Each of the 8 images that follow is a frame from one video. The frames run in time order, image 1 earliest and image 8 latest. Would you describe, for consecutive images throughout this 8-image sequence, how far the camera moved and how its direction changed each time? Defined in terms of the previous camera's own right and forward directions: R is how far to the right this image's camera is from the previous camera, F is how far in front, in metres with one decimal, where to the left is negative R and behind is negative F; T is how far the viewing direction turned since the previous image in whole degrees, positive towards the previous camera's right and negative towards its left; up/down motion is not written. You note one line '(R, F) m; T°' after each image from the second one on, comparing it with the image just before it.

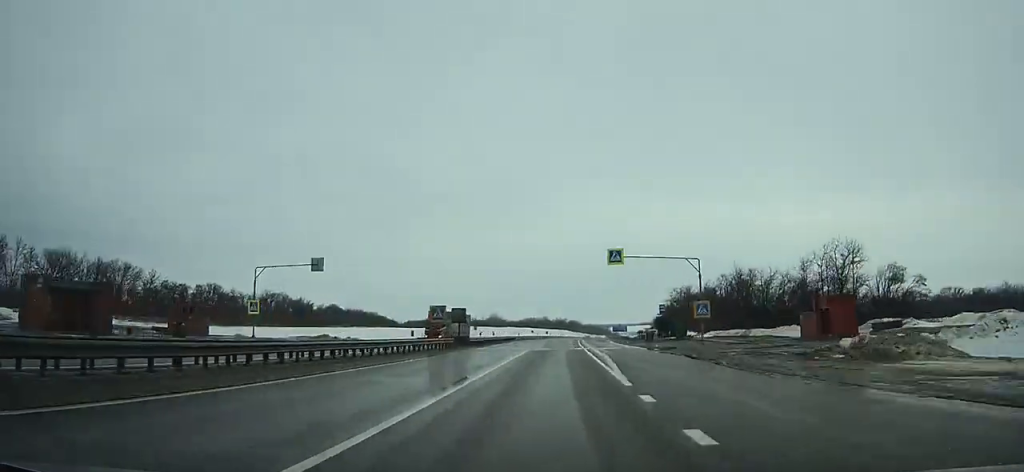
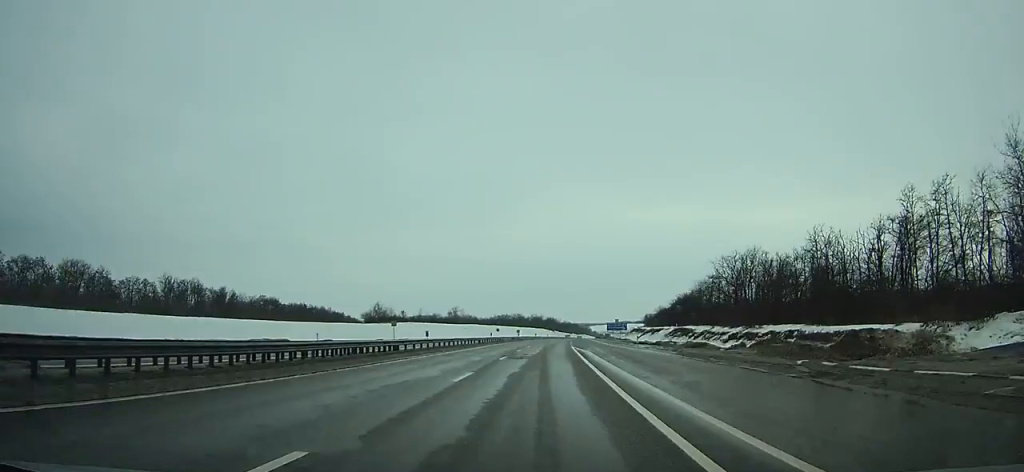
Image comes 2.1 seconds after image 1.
(+0.9, +60.2) m; +2°
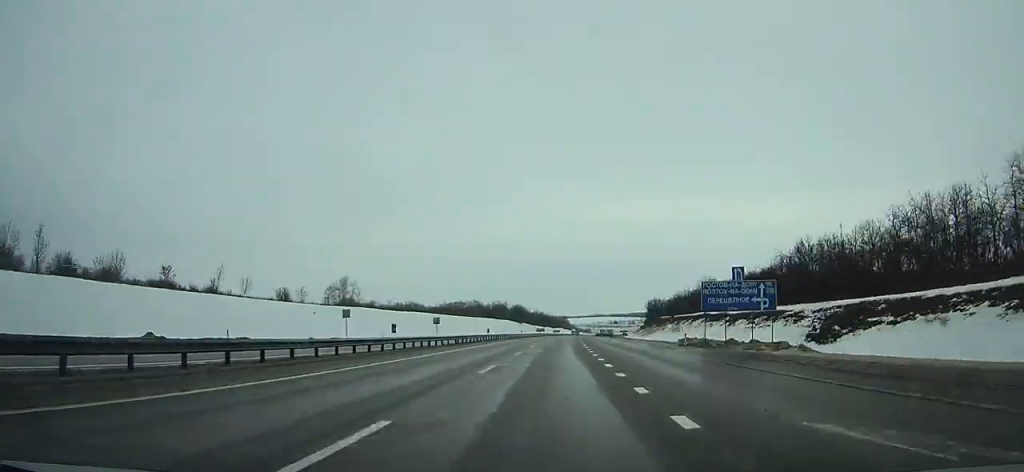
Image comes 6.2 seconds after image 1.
(+2.9, +116.9) m; +3°
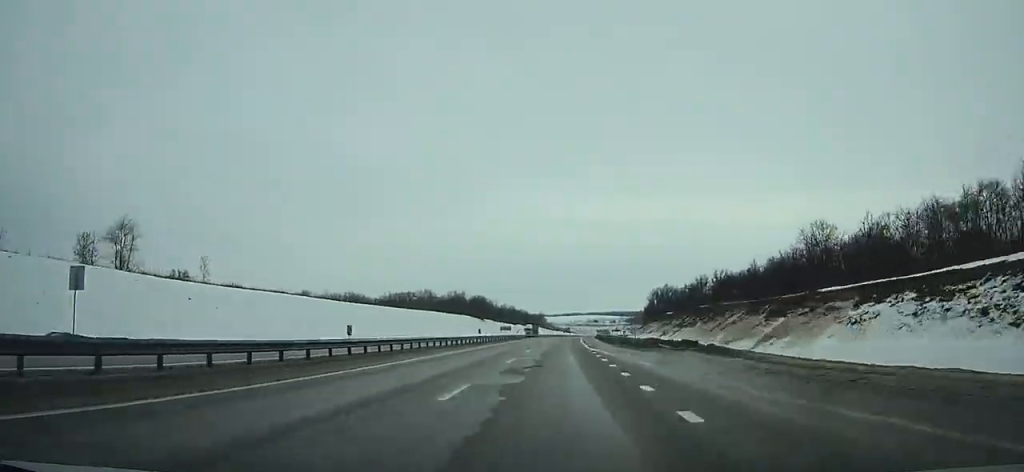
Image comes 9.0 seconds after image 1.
(+1.9, +79.8) m; +2°
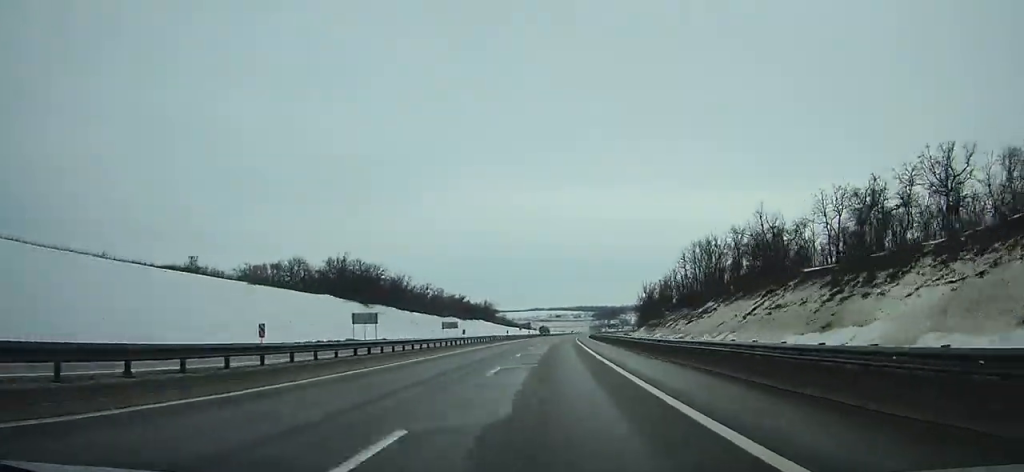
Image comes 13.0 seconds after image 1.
(+3.4, +114.7) m; +4°
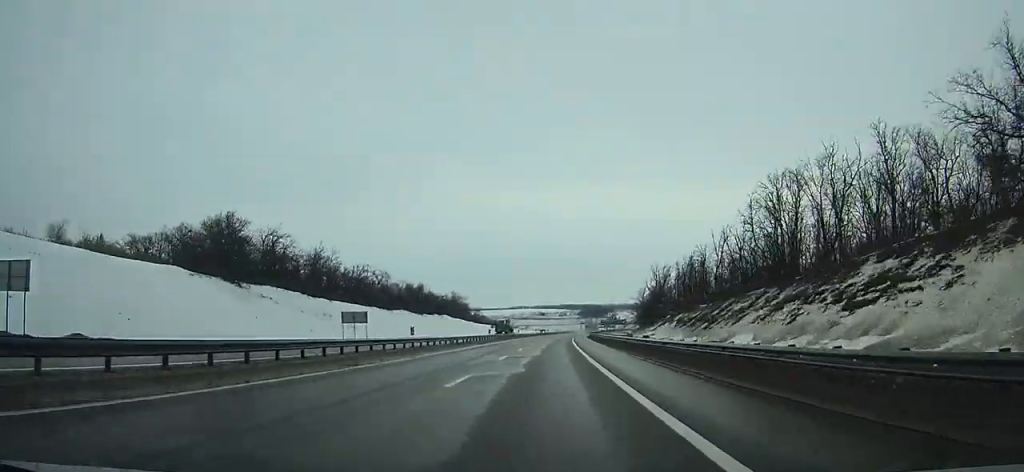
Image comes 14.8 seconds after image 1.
(+1.0, +52.2) m; +1°
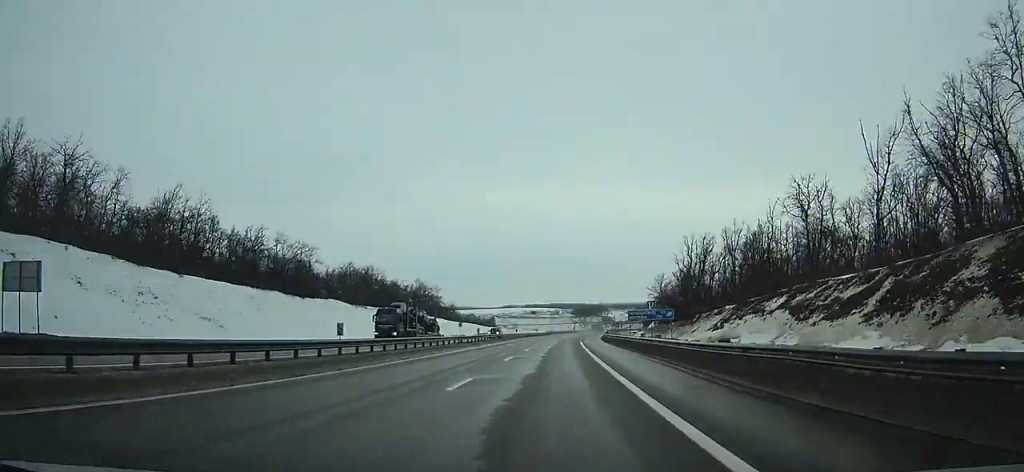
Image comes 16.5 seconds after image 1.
(+0.5, +49.6) m; +1°
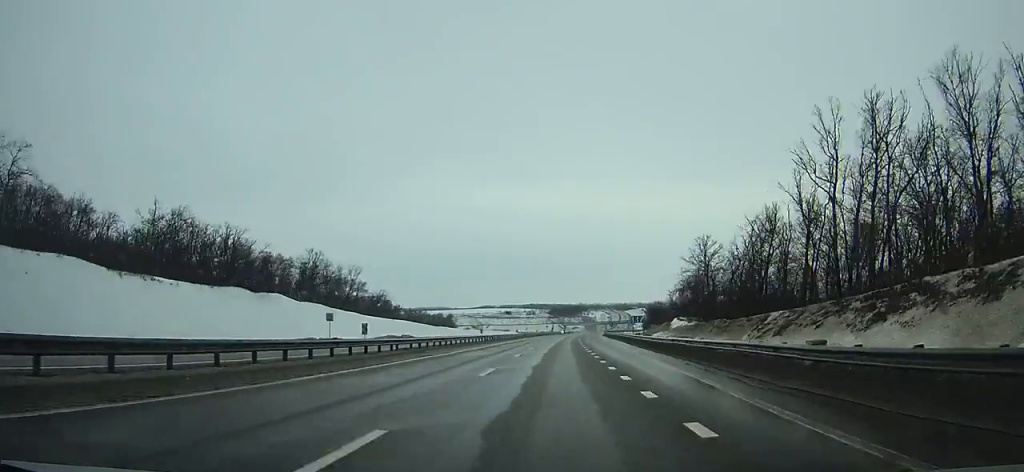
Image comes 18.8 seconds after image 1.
(+0.5, +67.8) m; +2°
